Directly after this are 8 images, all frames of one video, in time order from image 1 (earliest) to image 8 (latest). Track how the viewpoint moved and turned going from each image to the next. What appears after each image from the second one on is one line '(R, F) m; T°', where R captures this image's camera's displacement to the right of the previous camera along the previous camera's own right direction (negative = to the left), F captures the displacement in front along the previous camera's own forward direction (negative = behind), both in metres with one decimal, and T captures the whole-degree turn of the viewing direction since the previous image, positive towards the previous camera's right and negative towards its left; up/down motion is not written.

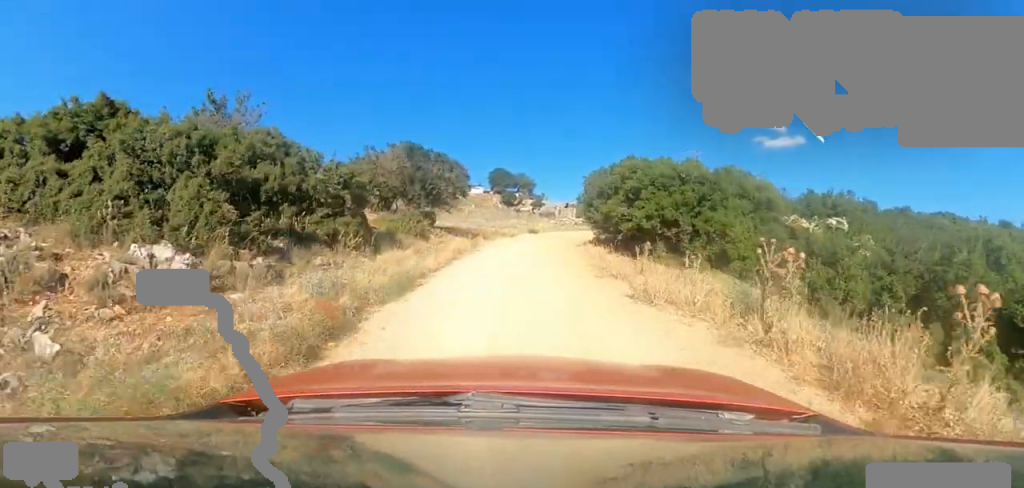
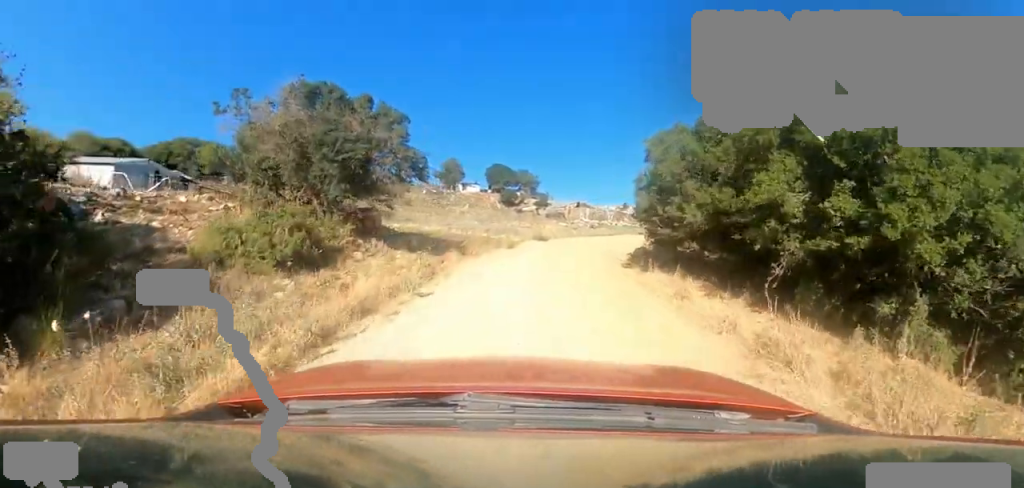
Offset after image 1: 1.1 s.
(-0.8, +9.1) m; +2°
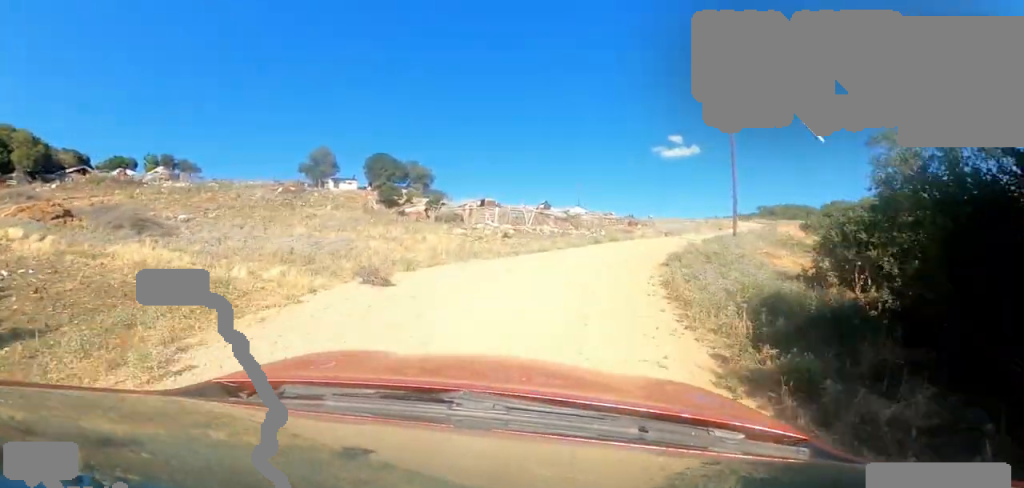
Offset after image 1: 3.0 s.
(+1.9, +14.2) m; +10°
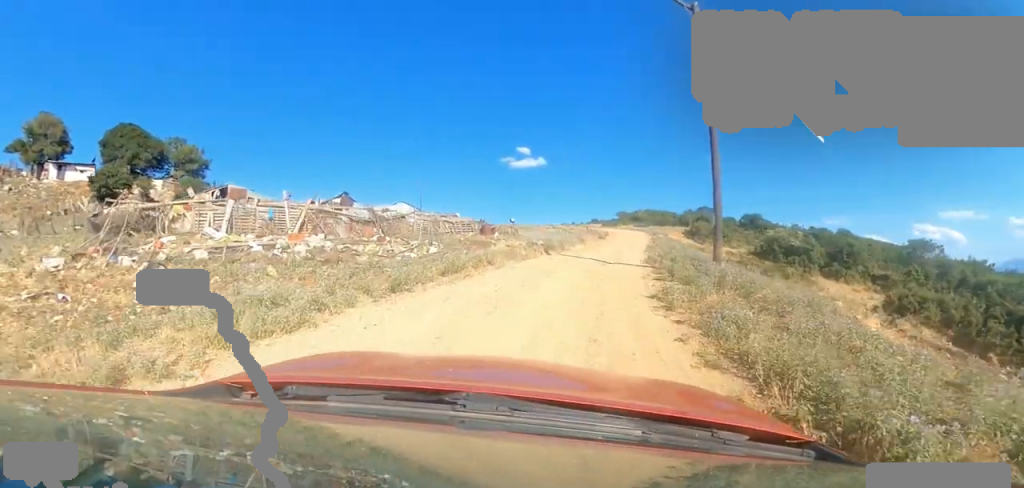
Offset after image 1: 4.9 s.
(+2.7, +13.5) m; +35°
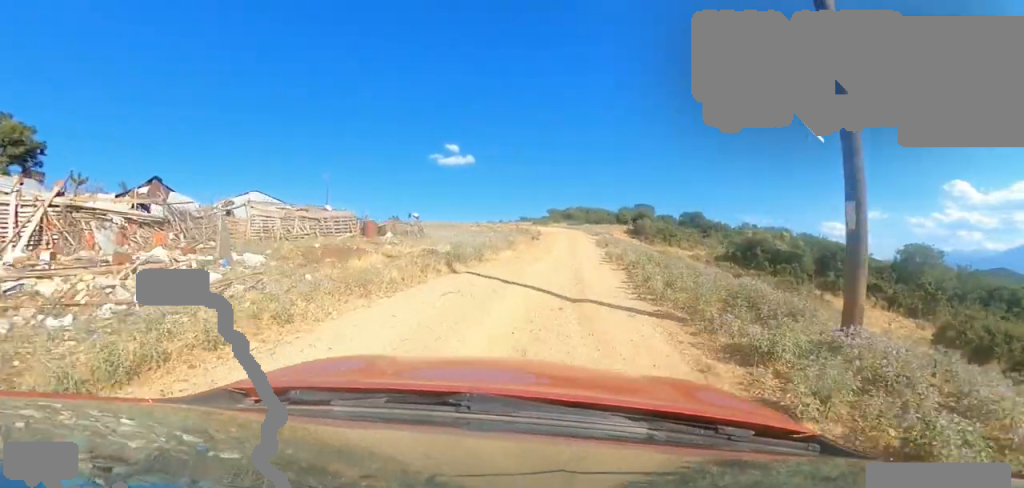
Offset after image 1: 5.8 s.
(+1.7, +7.1) m; +14°
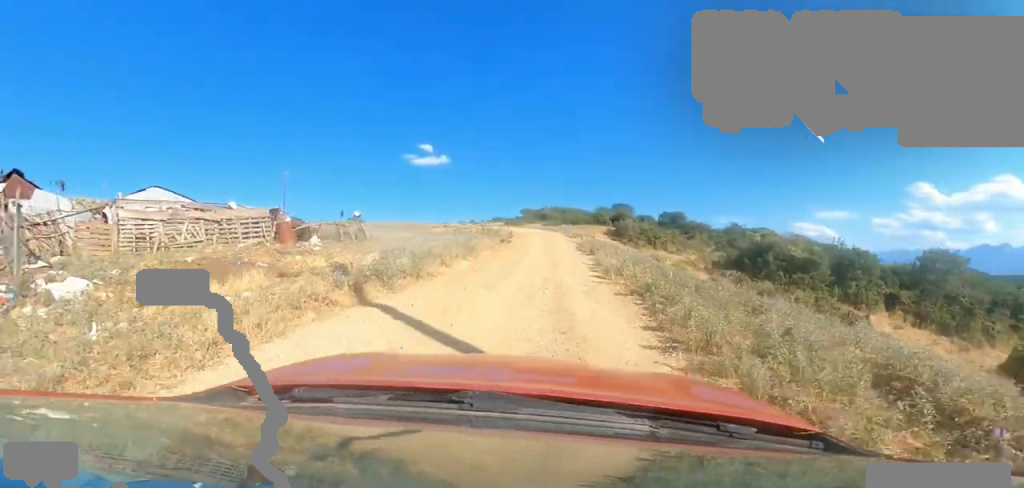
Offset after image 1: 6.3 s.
(+0.1, +3.9) m; +2°
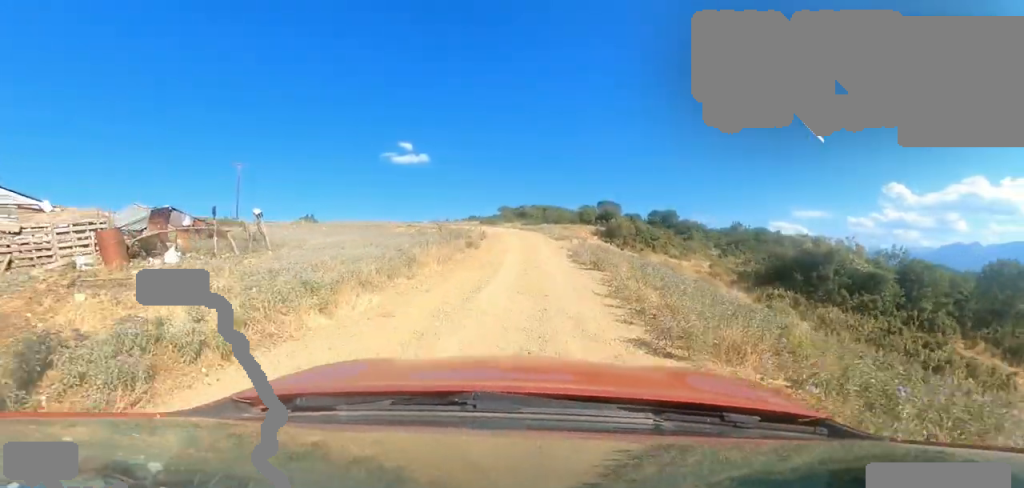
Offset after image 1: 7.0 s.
(0.0, +5.3) m; 0°
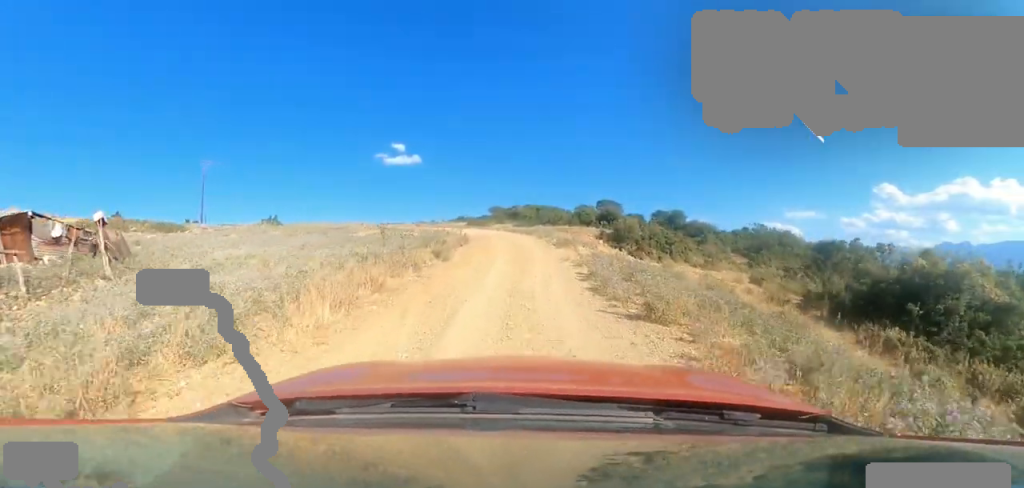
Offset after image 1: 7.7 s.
(0.0, +5.2) m; 0°
